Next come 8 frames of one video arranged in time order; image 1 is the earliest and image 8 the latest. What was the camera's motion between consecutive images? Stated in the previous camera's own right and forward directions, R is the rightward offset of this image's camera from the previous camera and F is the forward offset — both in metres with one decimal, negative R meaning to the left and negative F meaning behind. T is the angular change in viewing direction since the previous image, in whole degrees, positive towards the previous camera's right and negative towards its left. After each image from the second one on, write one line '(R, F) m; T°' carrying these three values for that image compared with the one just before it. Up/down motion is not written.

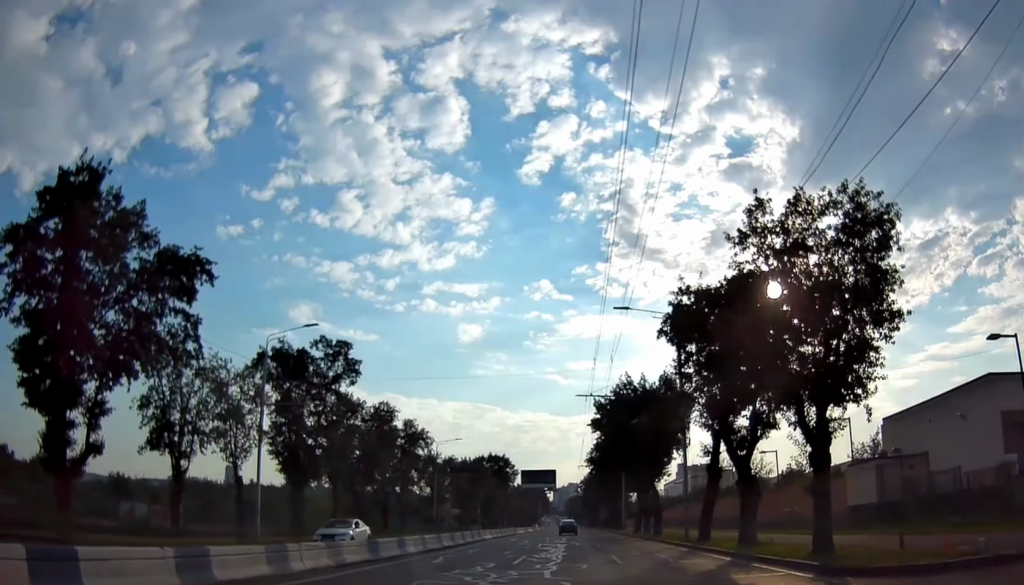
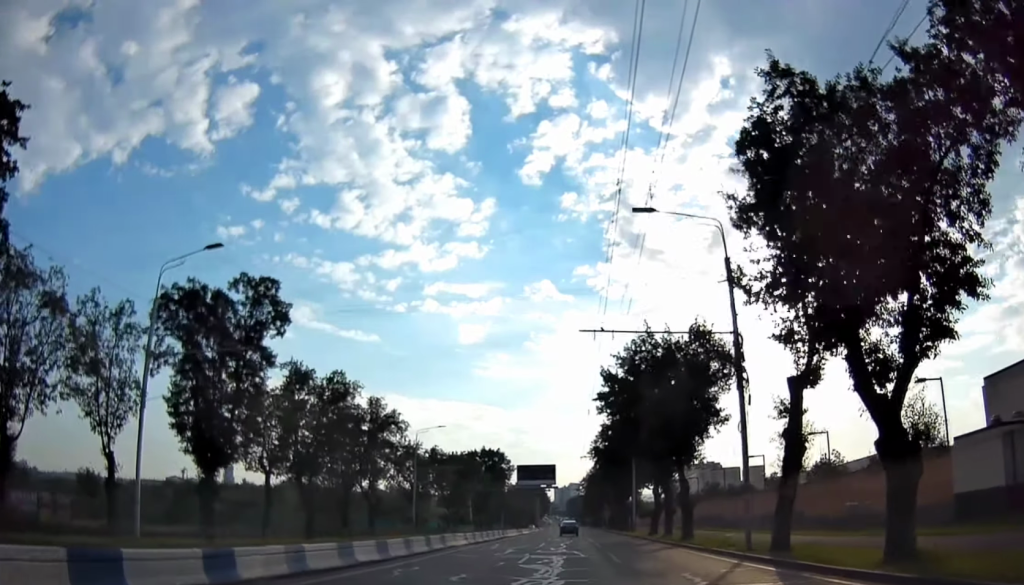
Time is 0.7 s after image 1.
(+0.3, +11.6) m; +1°
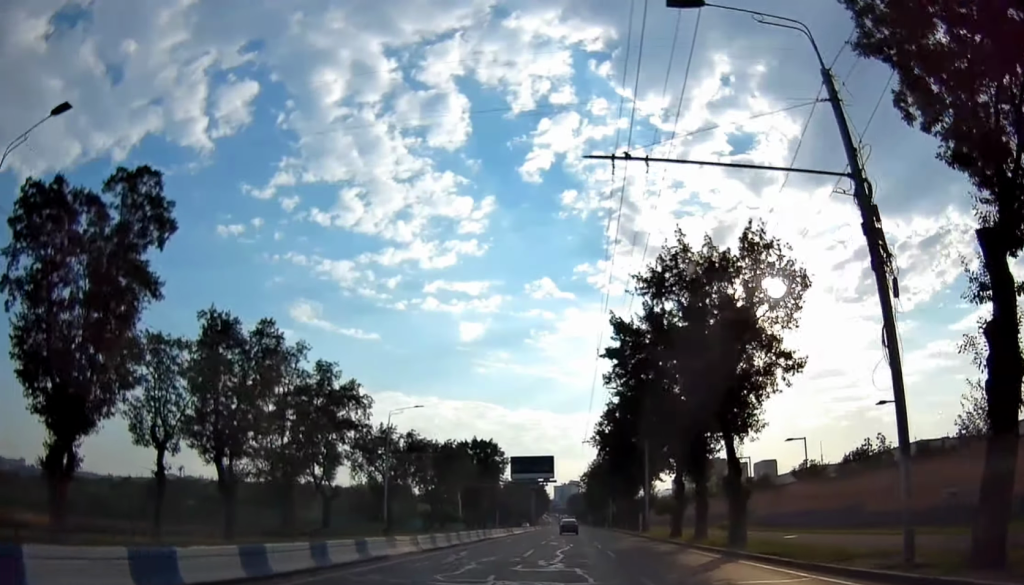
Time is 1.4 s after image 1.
(-0.3, +11.2) m; 0°
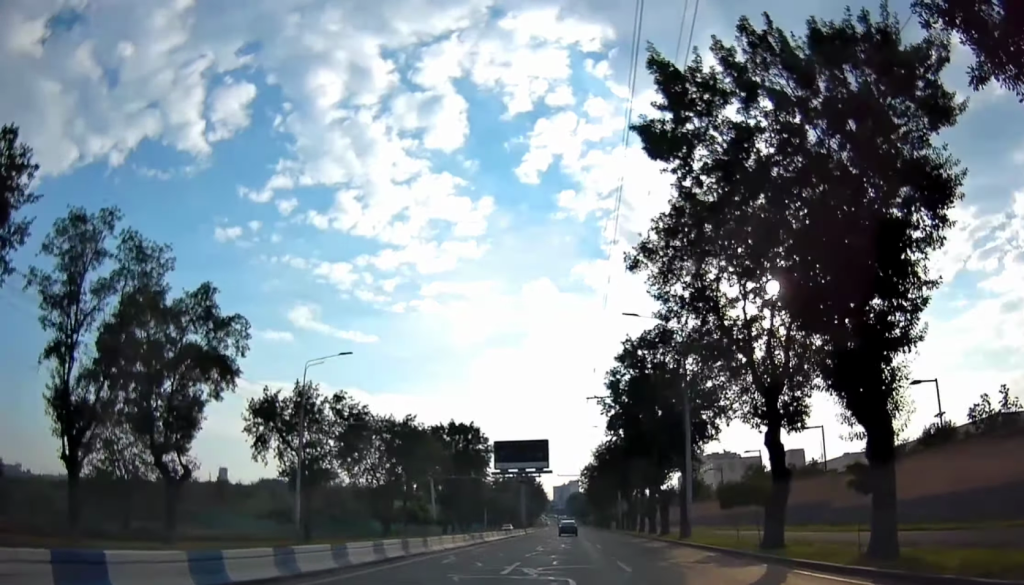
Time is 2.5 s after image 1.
(+0.6, +19.9) m; 0°
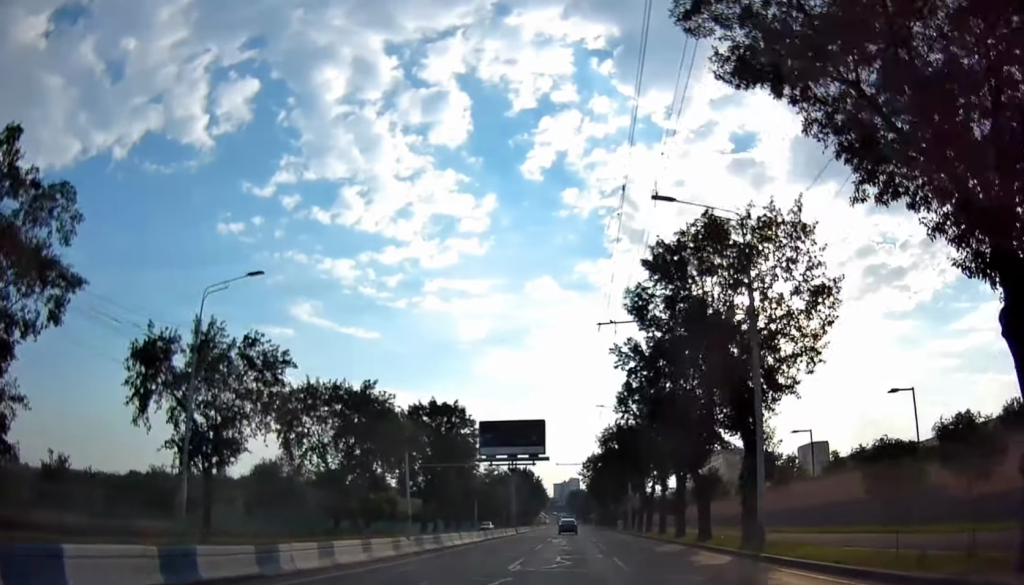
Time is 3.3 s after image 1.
(-0.5, +13.4) m; -1°
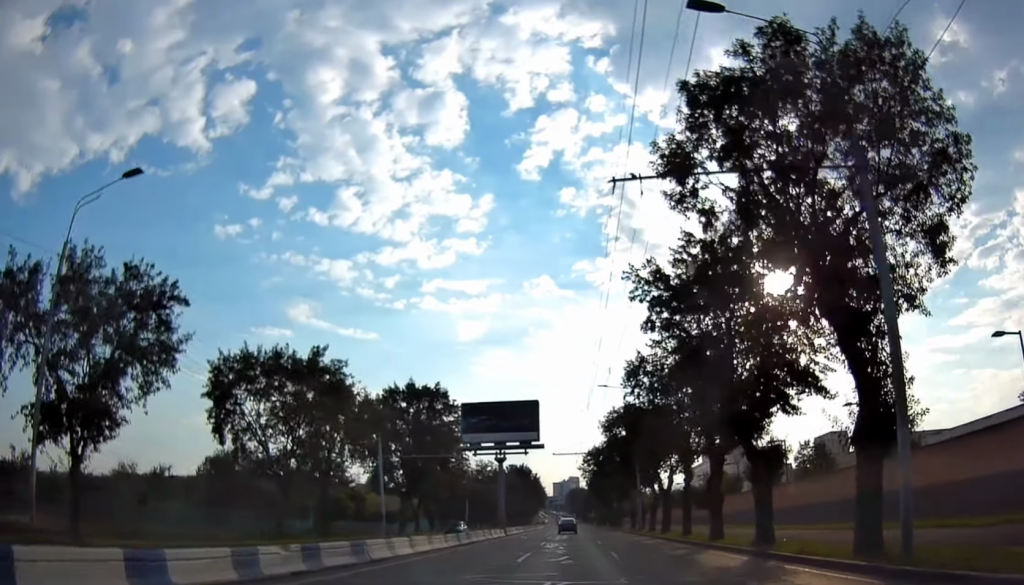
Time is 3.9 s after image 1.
(0.0, +10.1) m; 0°
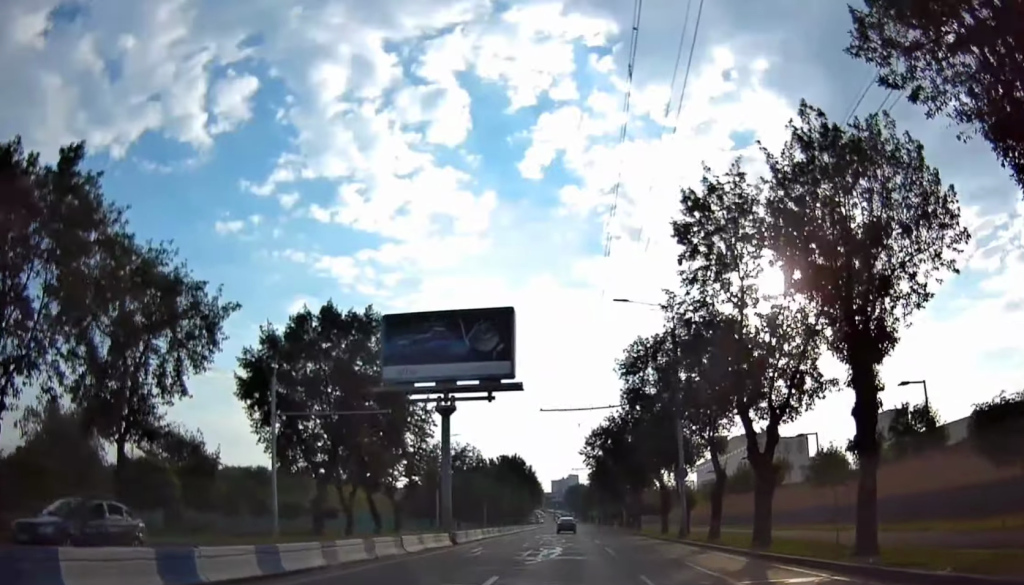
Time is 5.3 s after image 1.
(0.0, +23.6) m; 0°
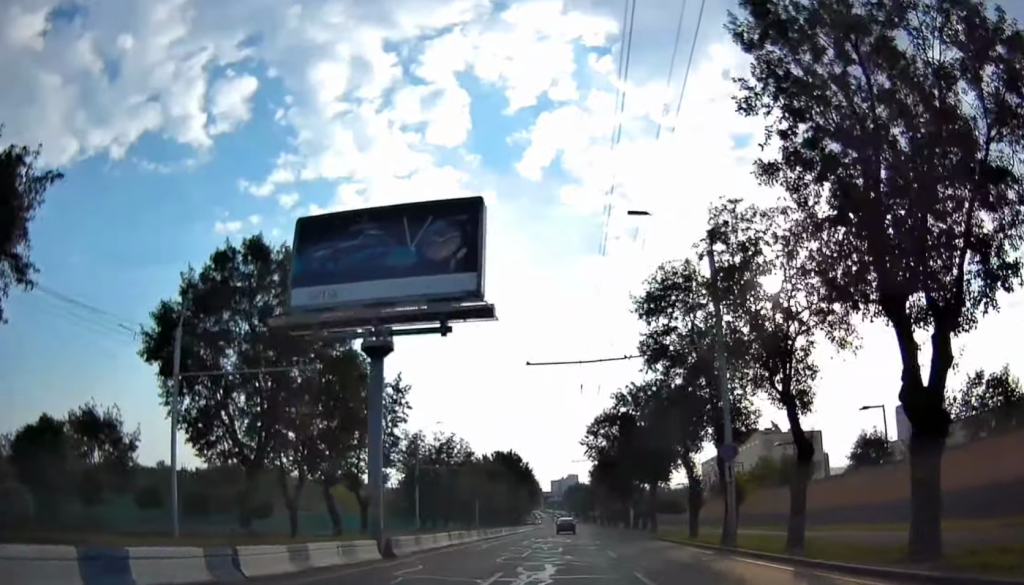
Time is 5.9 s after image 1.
(0.0, +11.2) m; 0°
